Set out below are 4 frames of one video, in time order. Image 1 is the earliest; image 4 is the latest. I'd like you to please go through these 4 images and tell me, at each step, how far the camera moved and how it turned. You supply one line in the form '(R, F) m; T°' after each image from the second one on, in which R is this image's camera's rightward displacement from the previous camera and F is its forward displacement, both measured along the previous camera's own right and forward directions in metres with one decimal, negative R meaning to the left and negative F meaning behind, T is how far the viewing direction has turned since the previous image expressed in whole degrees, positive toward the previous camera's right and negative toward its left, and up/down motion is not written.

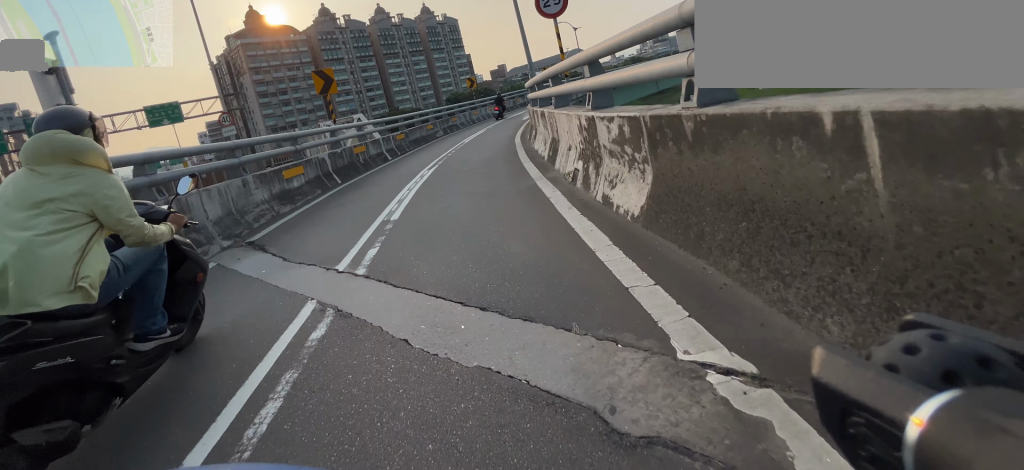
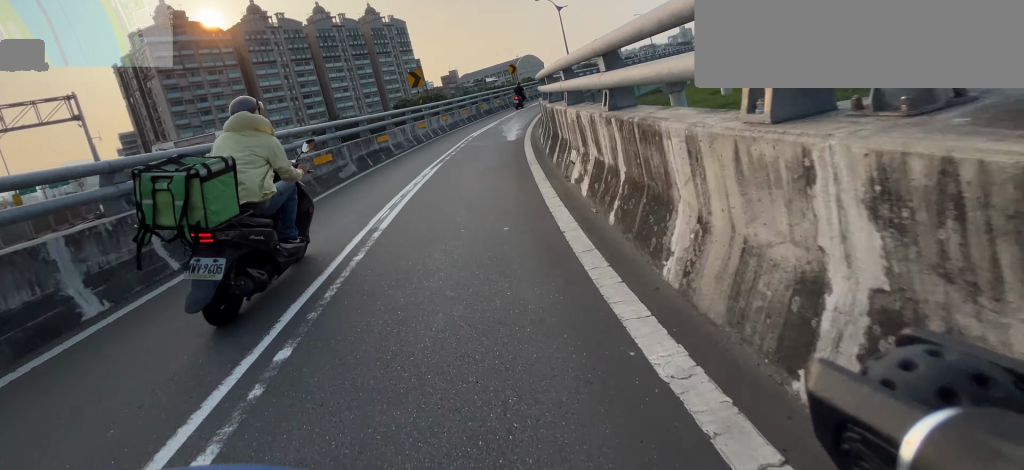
(+1.3, +9.8) m; +8°
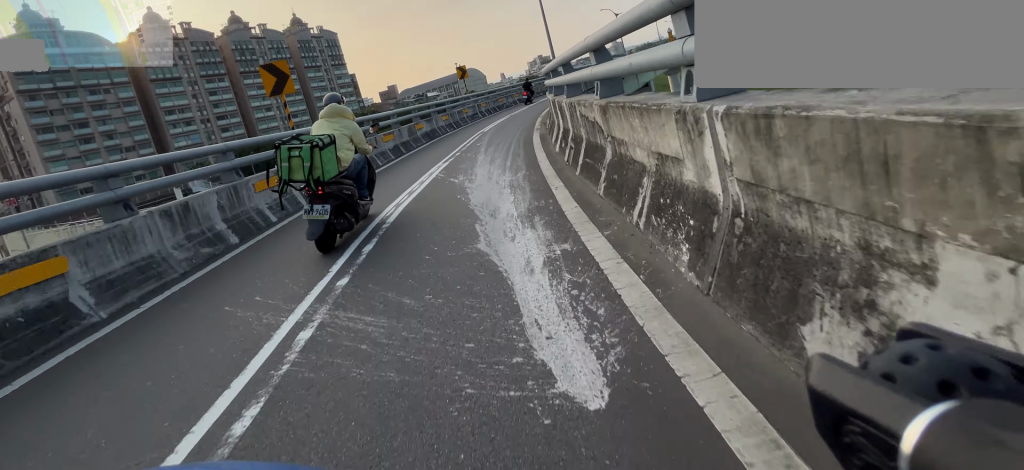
(0.0, +9.4) m; +5°
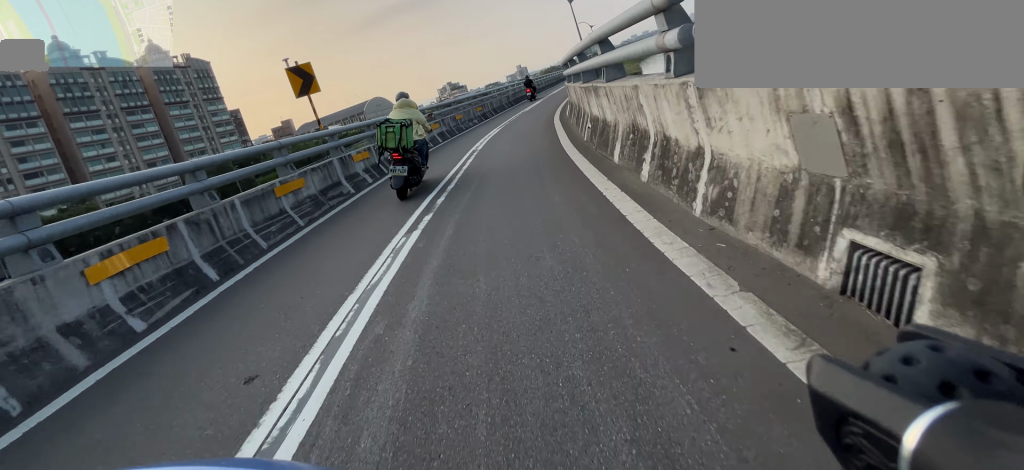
(+2.0, +14.1) m; +15°
